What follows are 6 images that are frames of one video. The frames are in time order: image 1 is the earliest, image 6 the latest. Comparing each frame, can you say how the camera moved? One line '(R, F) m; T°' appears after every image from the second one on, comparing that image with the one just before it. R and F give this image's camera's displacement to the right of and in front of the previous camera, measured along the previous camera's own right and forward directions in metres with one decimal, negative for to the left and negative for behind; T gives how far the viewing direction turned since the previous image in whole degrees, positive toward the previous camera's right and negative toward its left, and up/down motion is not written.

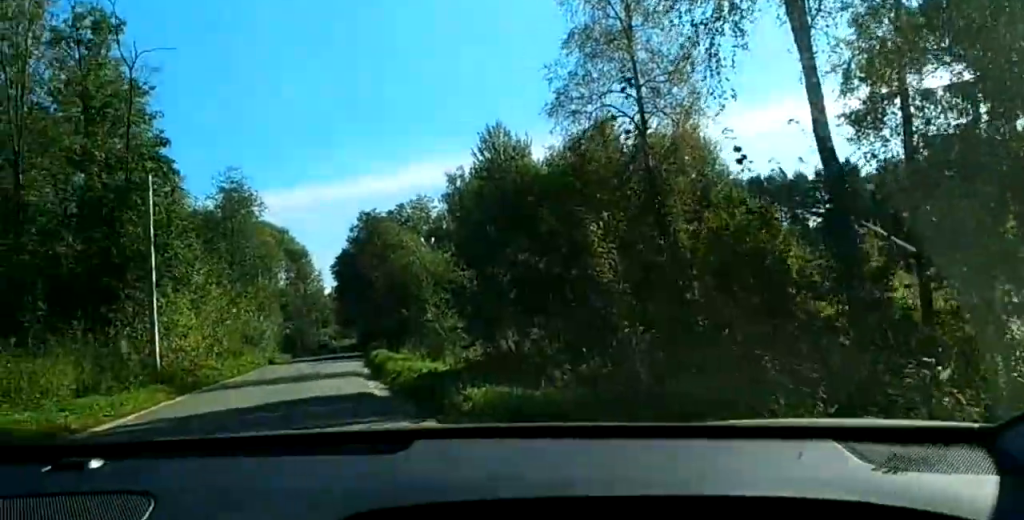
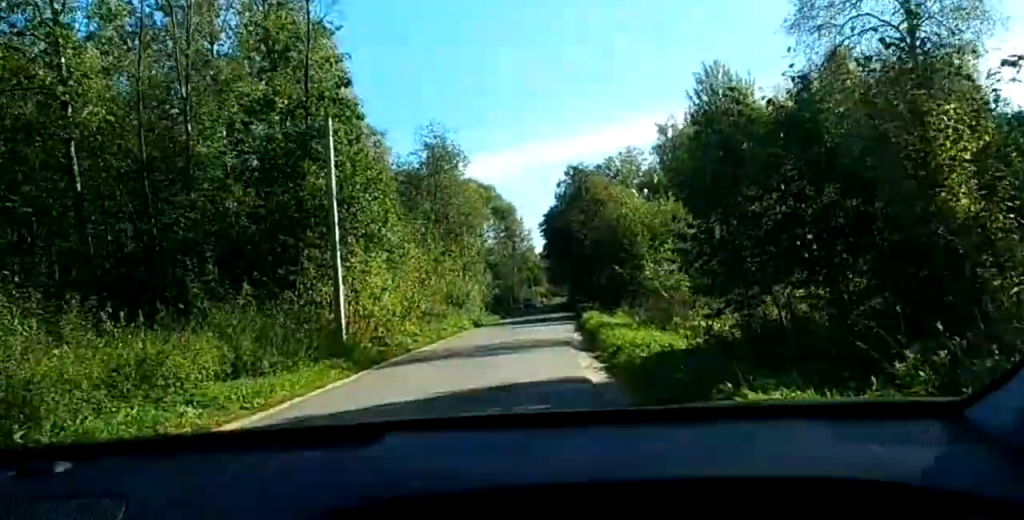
(-1.1, +5.7) m; -17°
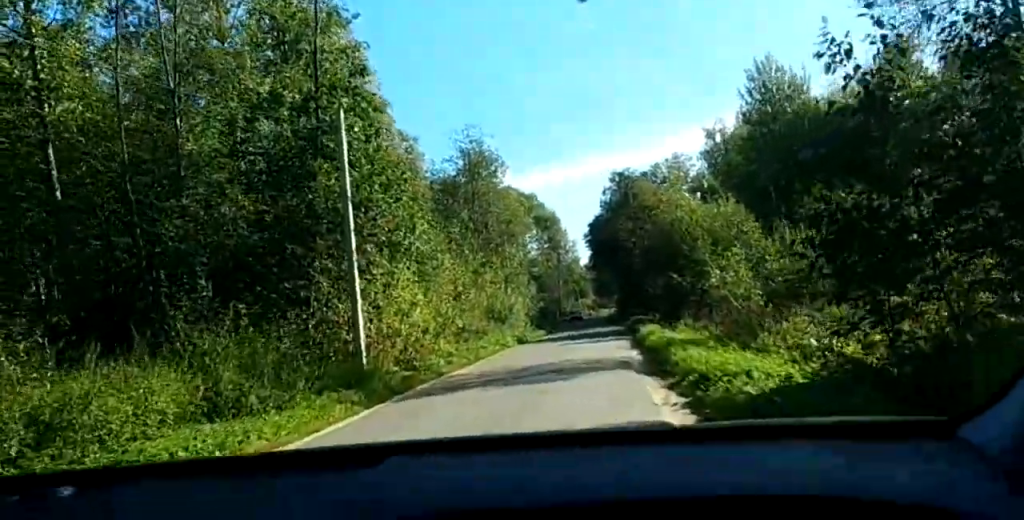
(-0.3, +4.3) m; -9°
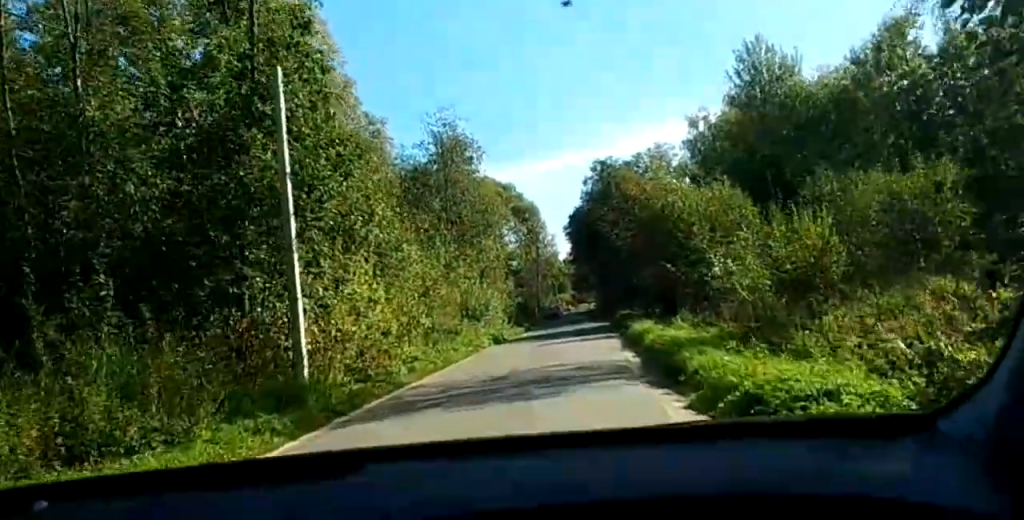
(-0.3, +4.1) m; -5°
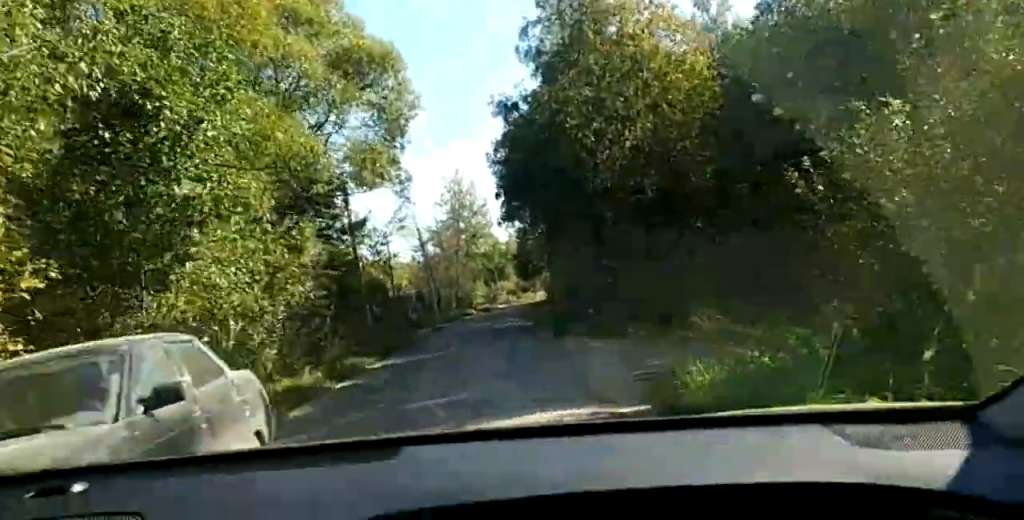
(-1.2, +45.5) m; -4°
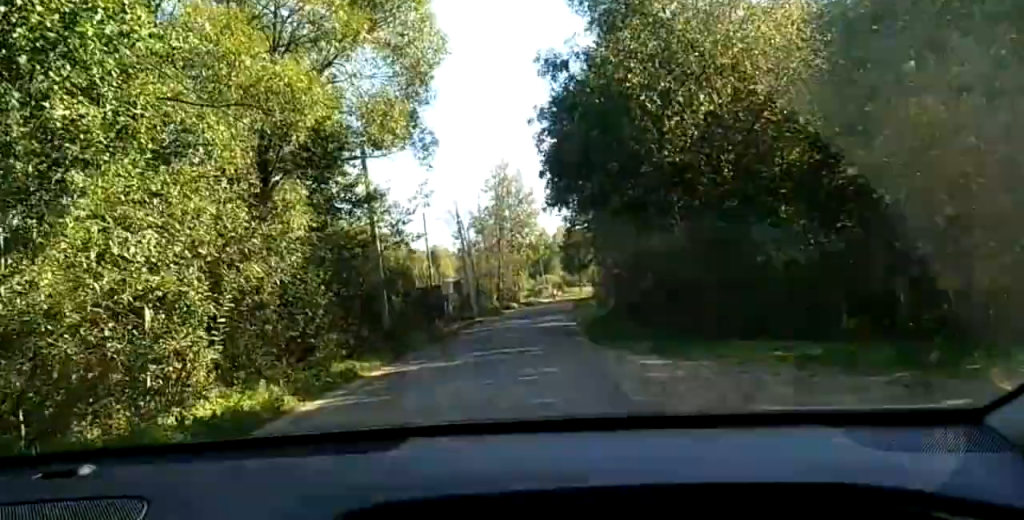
(0.0, +7.0) m; 0°
